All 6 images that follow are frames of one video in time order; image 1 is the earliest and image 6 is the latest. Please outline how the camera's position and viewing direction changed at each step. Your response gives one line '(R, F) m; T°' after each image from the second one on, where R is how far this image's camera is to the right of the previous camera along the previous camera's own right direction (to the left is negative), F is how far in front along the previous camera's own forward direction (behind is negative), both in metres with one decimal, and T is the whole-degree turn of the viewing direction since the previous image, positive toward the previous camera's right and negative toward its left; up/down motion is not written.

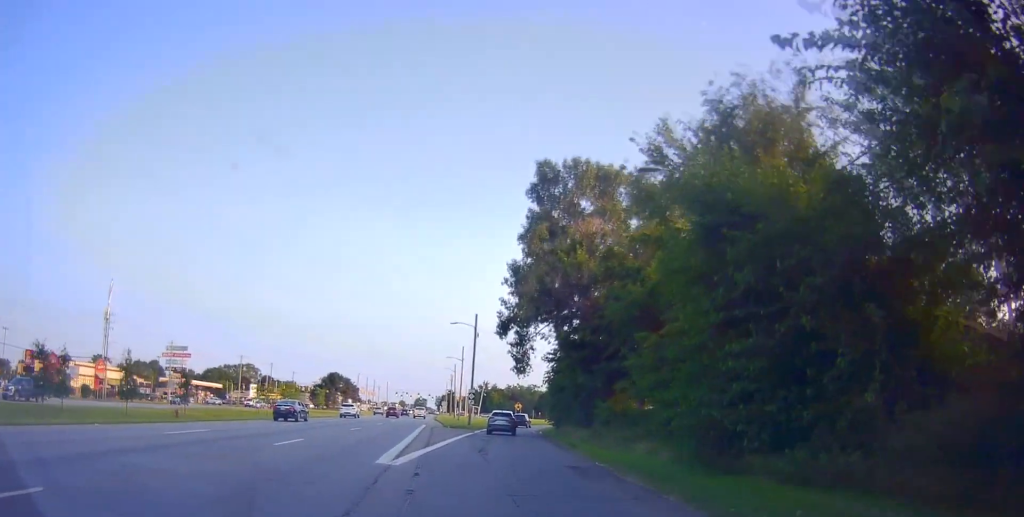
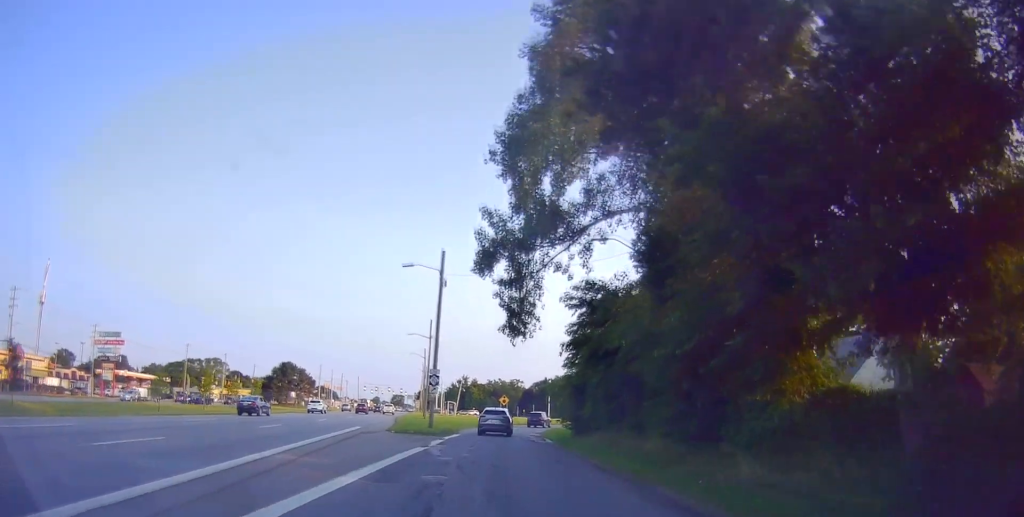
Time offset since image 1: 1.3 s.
(+1.2, +21.5) m; +5°
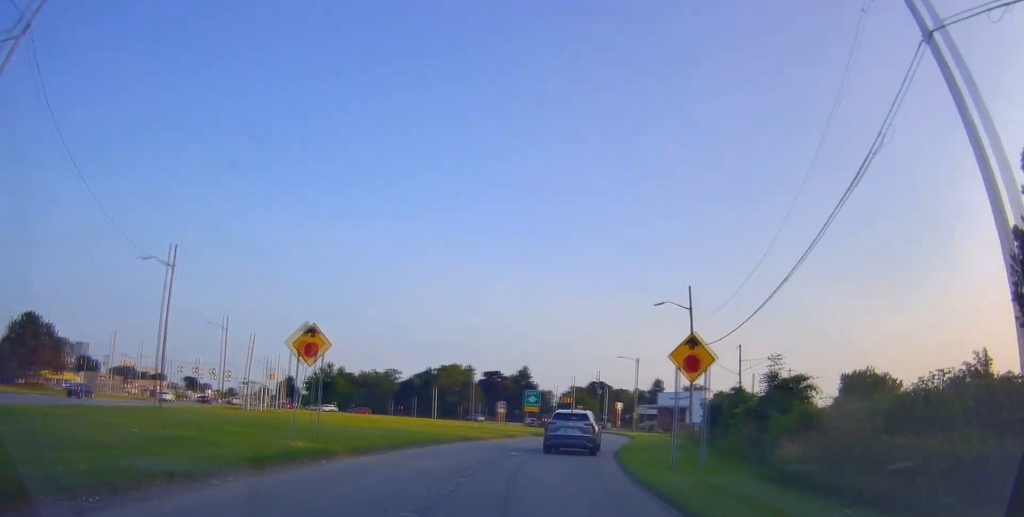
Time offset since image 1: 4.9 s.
(+0.2, +57.9) m; +3°
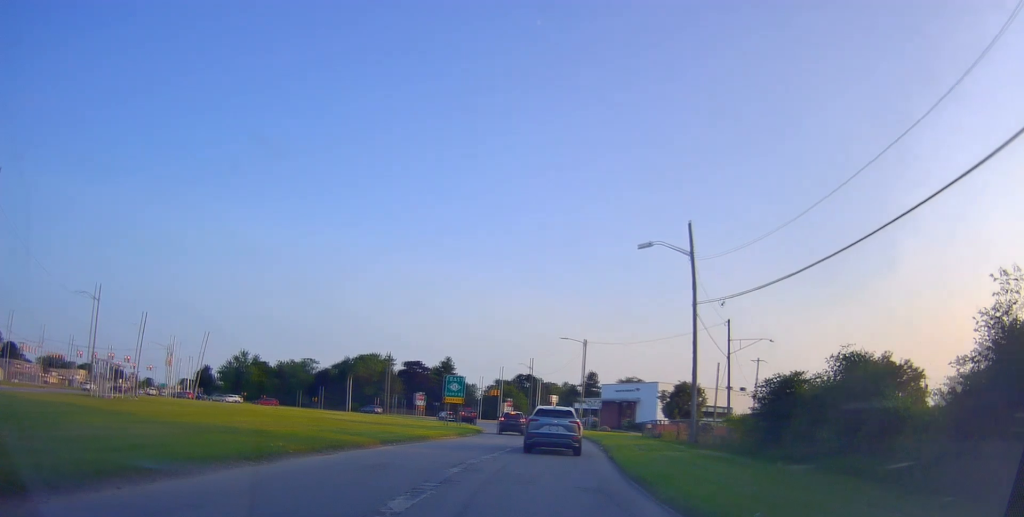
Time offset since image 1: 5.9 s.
(+0.3, +14.6) m; +5°
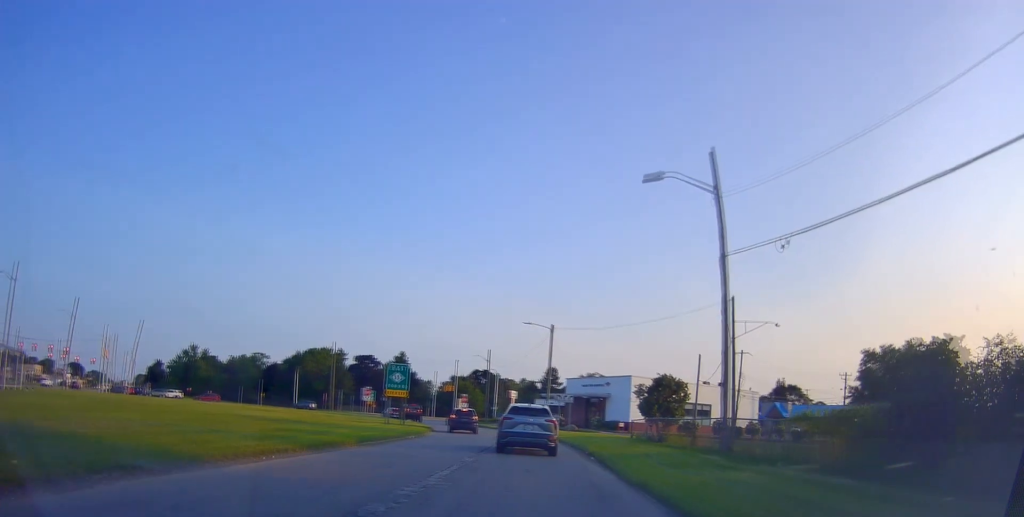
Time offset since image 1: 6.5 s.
(0.0, +8.8) m; +5°
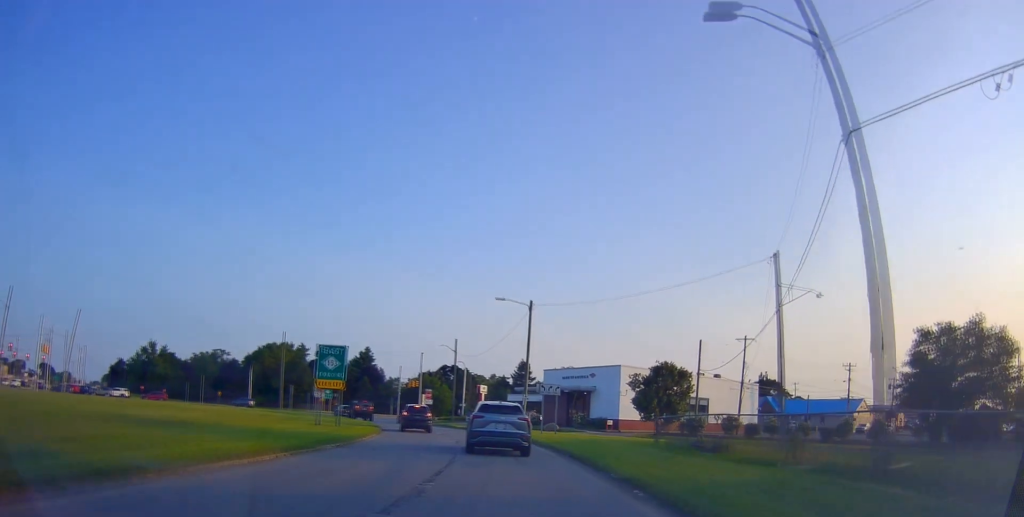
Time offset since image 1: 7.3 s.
(+0.9, +10.2) m; +6°
